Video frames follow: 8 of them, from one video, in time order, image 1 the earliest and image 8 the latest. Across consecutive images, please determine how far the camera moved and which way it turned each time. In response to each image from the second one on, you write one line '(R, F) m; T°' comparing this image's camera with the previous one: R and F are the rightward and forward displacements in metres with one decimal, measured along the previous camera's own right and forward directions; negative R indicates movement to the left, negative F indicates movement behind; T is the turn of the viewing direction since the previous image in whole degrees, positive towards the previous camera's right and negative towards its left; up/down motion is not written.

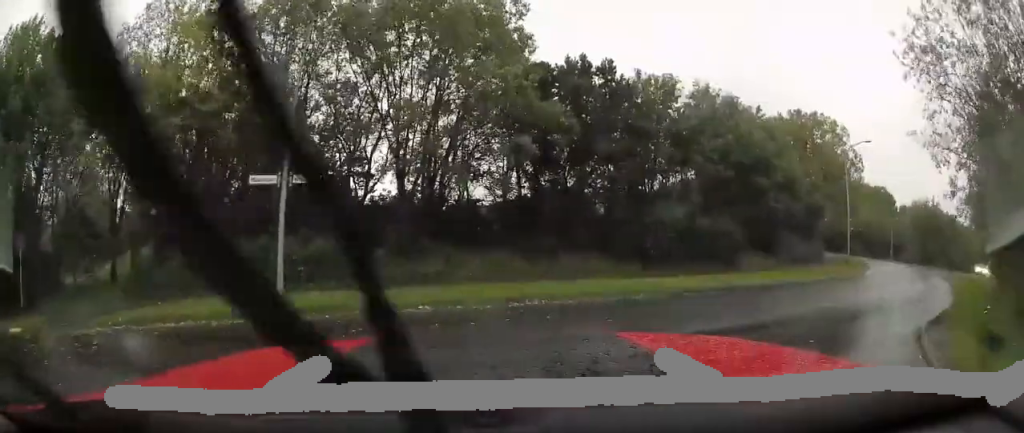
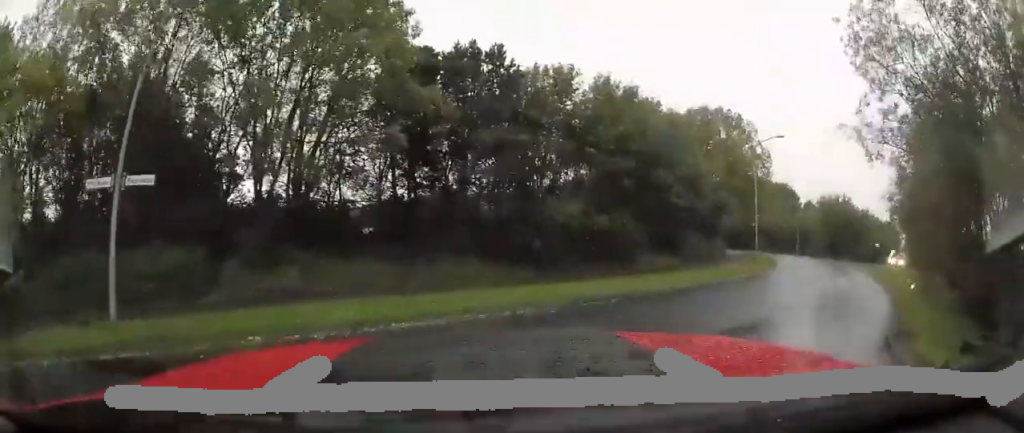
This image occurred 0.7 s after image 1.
(+0.2, +1.7) m; +12°
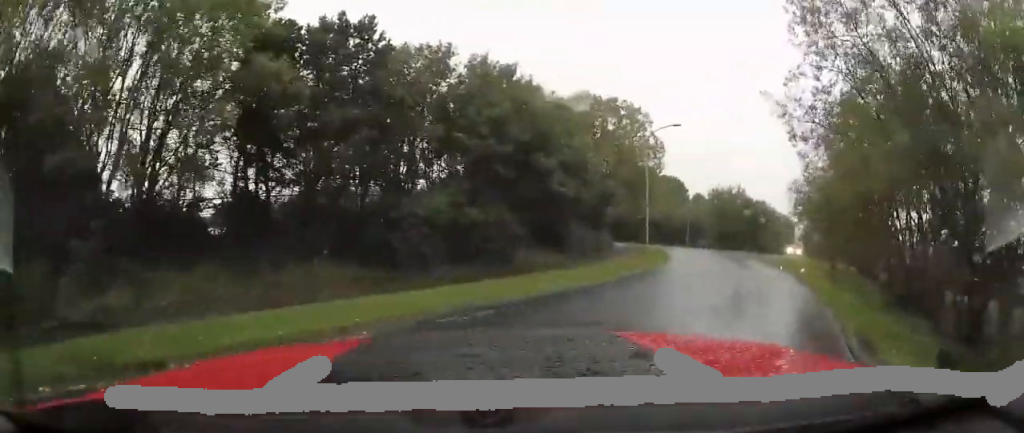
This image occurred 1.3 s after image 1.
(0.0, +1.8) m; +12°
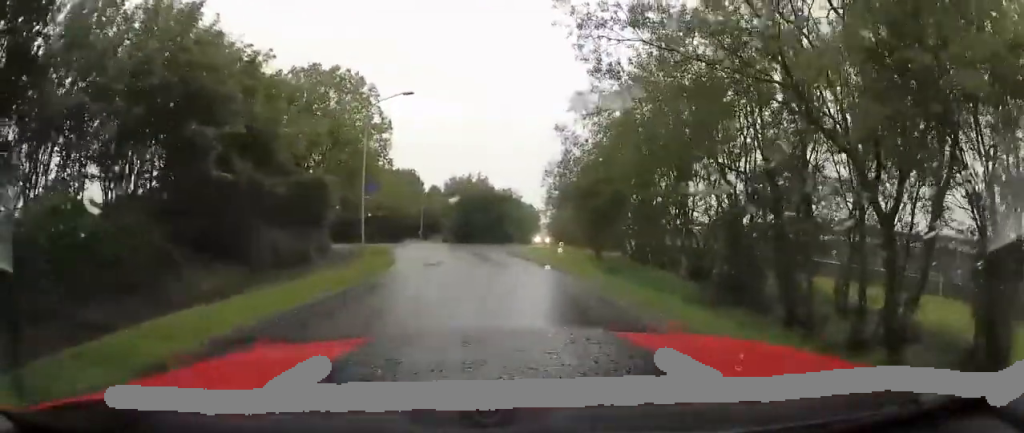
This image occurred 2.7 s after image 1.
(+1.3, +4.8) m; +22°
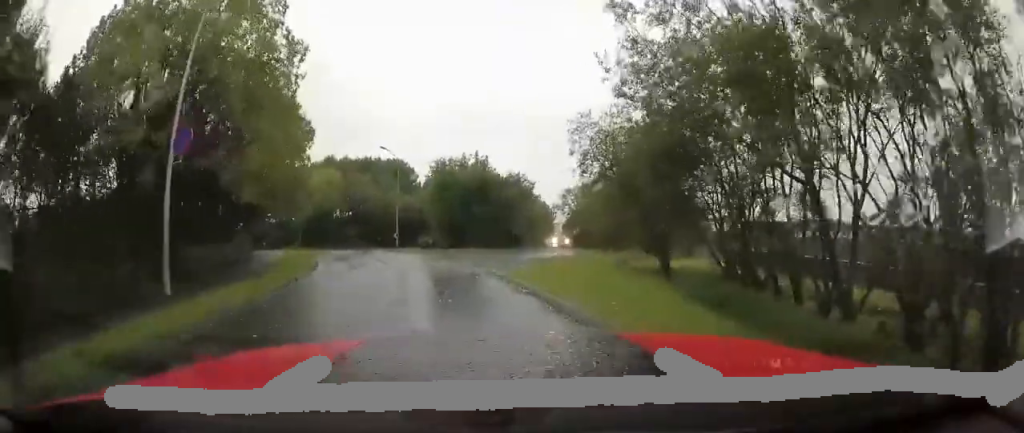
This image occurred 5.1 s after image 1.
(+0.9, +11.2) m; +1°
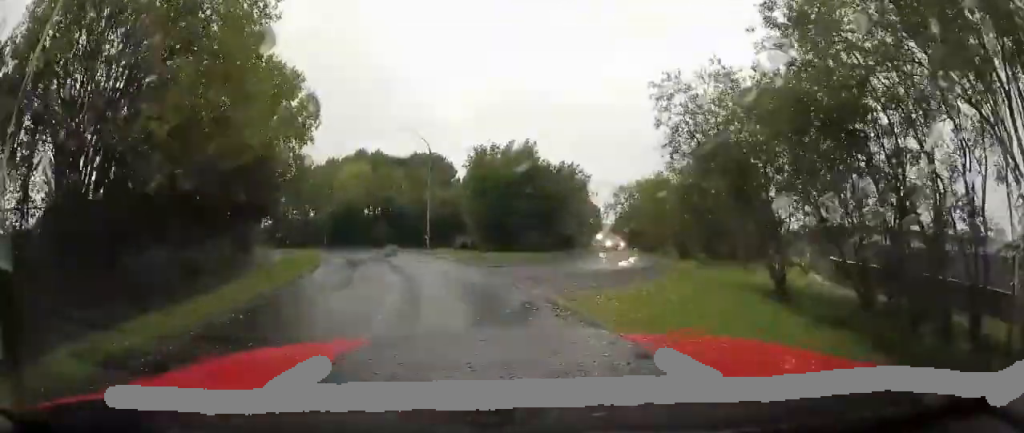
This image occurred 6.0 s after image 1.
(-0.4, +4.9) m; -10°
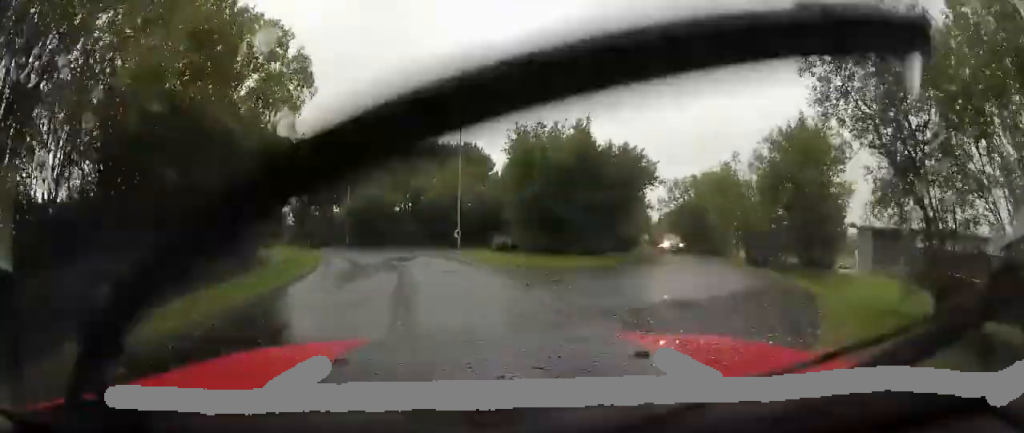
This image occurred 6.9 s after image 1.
(-0.5, +4.8) m; -11°
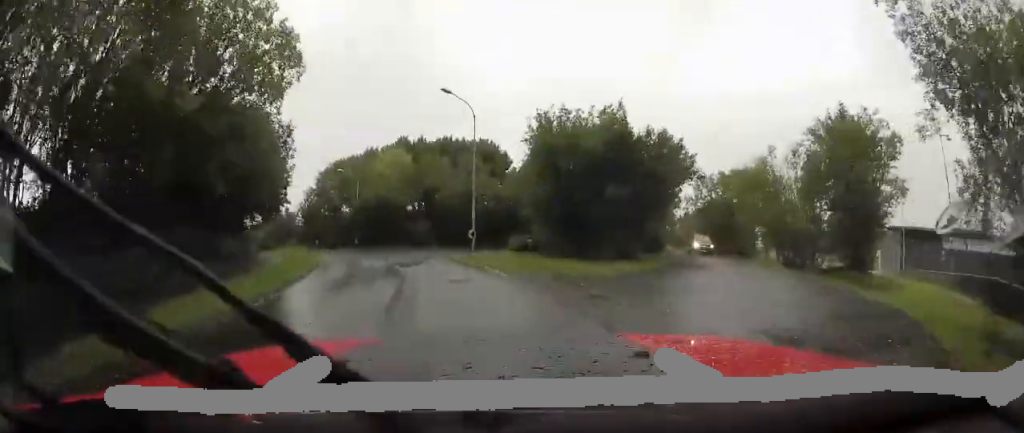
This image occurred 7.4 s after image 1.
(0.0, +2.4) m; -5°
